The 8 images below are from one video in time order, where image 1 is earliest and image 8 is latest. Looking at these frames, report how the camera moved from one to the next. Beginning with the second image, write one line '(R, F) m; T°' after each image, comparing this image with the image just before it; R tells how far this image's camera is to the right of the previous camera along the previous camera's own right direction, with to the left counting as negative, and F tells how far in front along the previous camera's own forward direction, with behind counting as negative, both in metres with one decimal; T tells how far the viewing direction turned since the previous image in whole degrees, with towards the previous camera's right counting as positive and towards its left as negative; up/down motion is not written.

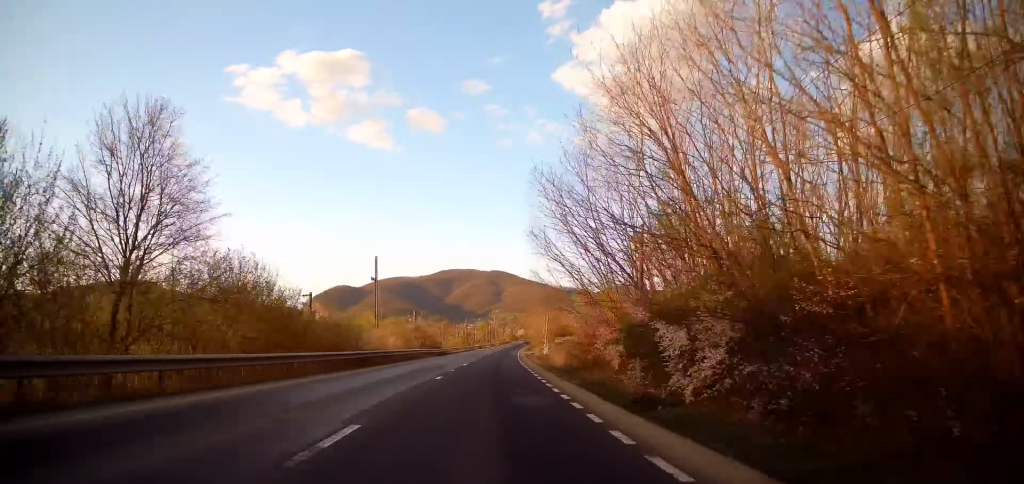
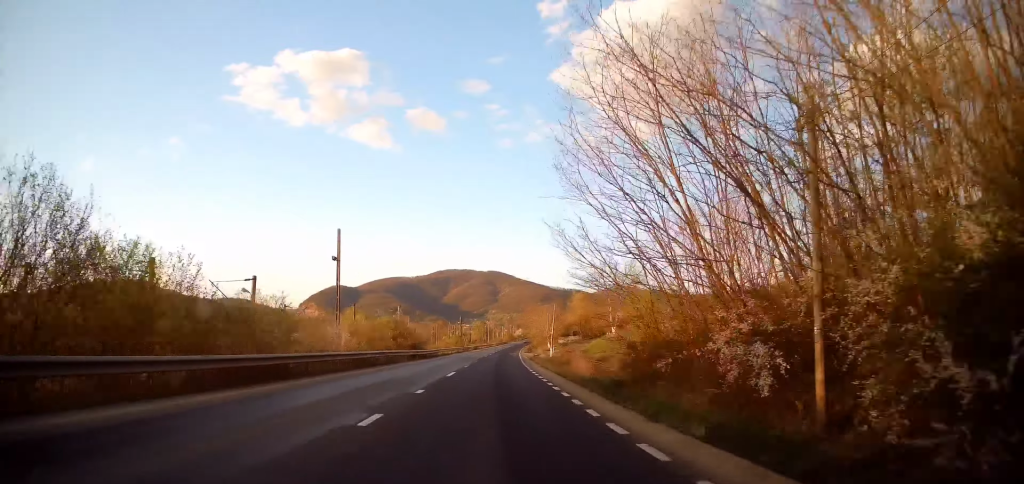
(-0.1, +11.1) m; +1°
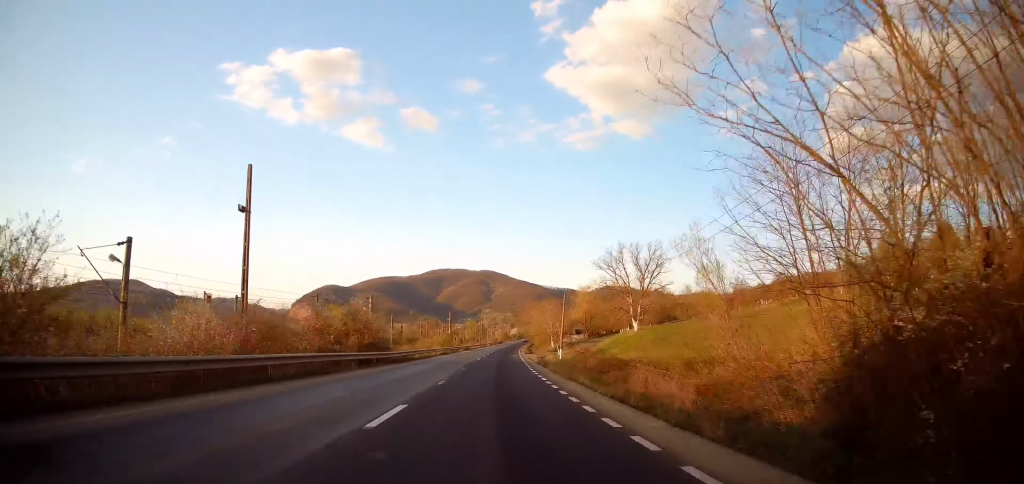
(+0.2, +13.4) m; 0°
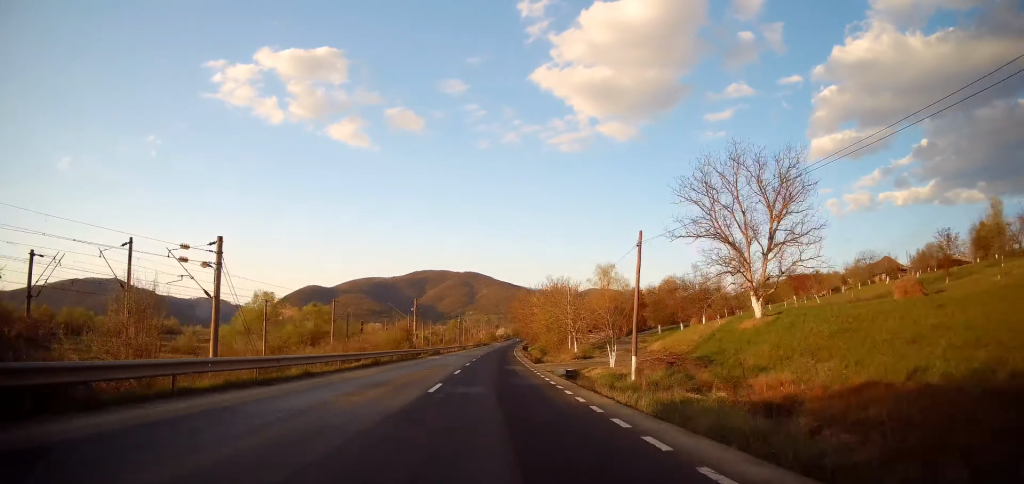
(-0.1, +29.9) m; +1°
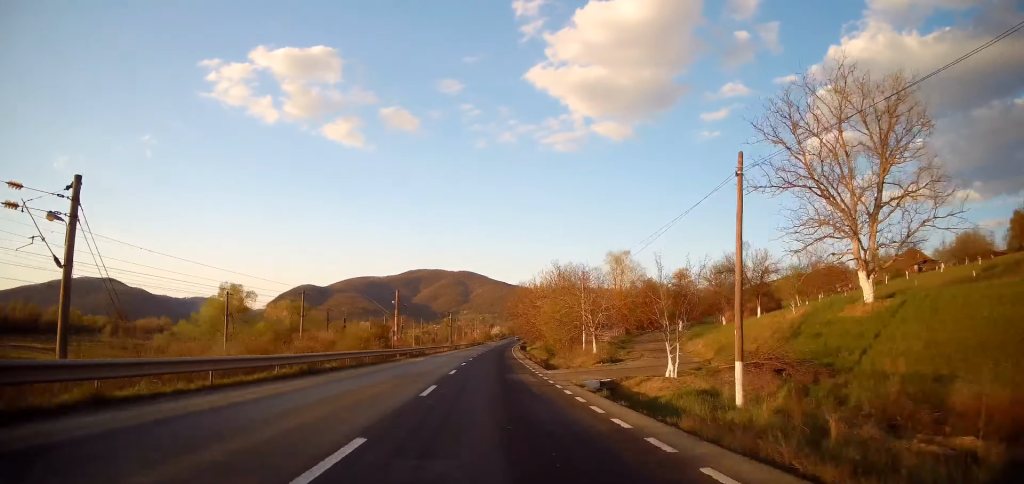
(+0.1, +10.0) m; 0°
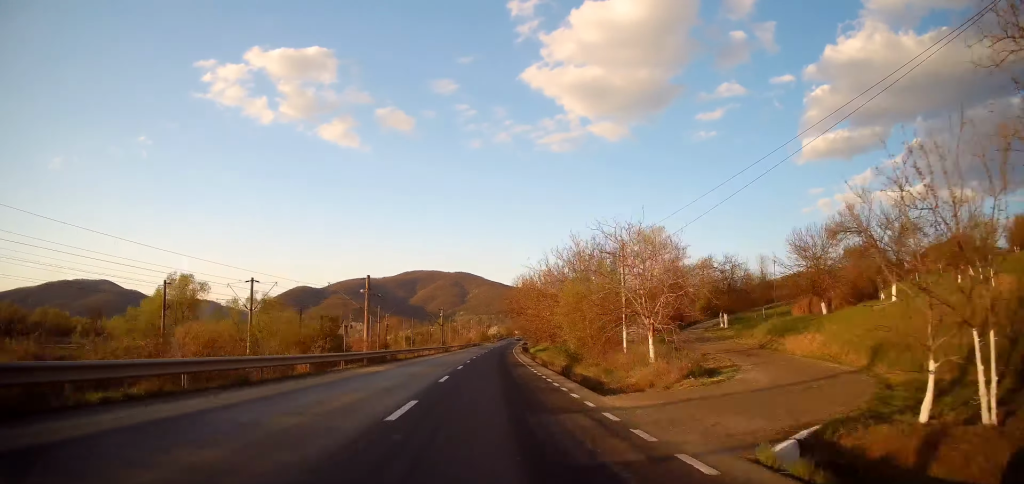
(+0.3, +12.9) m; 0°
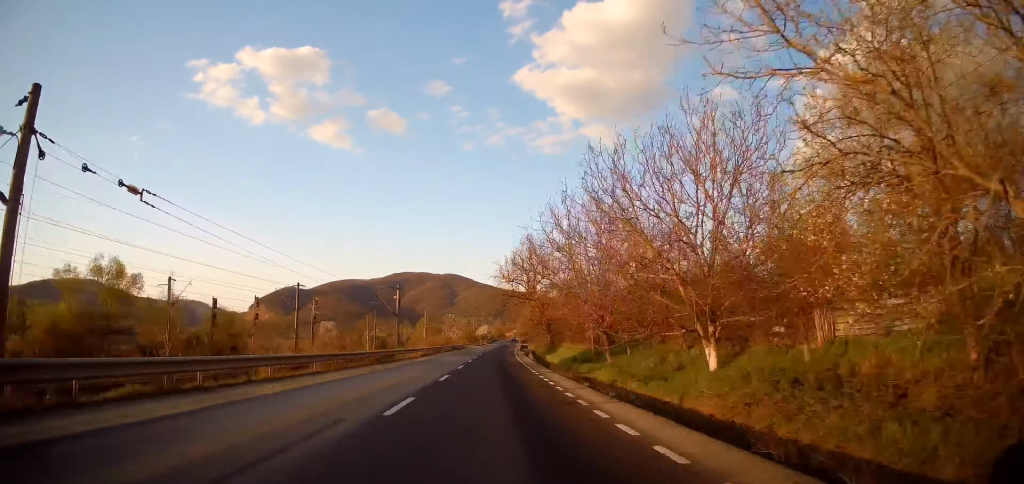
(0.0, +34.9) m; +1°
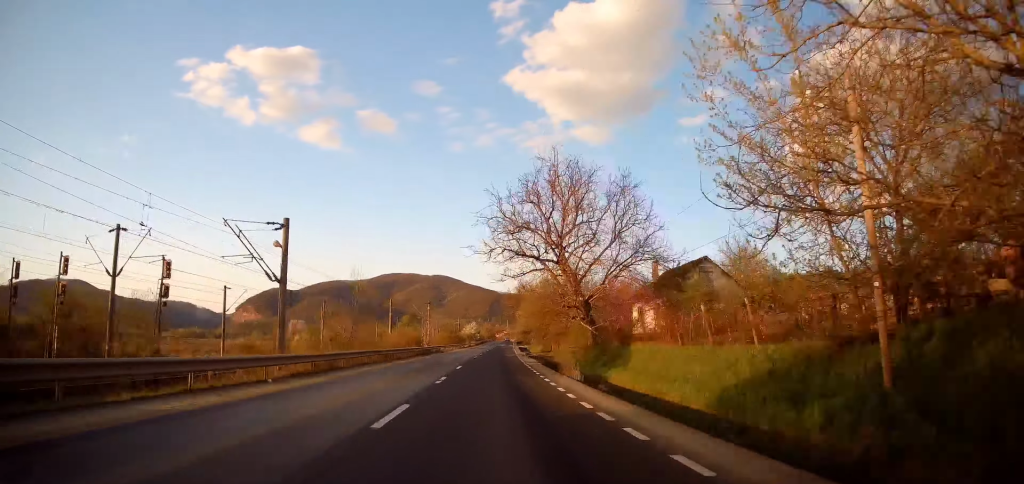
(+0.5, +28.1) m; +1°
